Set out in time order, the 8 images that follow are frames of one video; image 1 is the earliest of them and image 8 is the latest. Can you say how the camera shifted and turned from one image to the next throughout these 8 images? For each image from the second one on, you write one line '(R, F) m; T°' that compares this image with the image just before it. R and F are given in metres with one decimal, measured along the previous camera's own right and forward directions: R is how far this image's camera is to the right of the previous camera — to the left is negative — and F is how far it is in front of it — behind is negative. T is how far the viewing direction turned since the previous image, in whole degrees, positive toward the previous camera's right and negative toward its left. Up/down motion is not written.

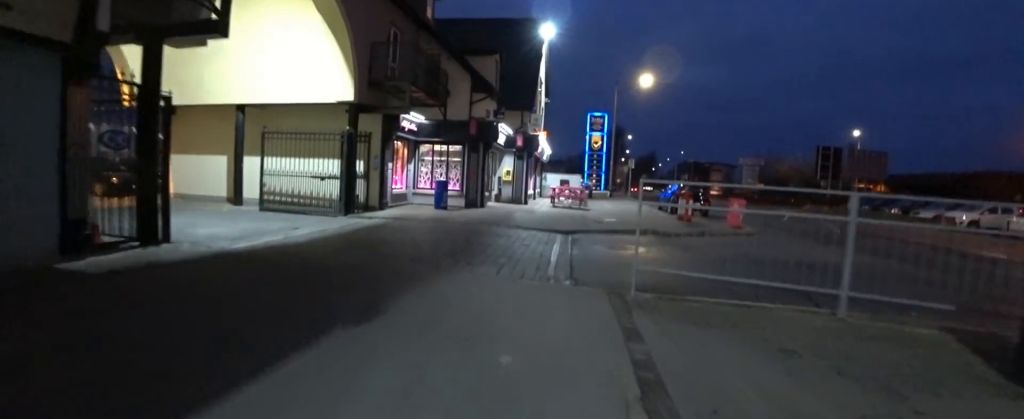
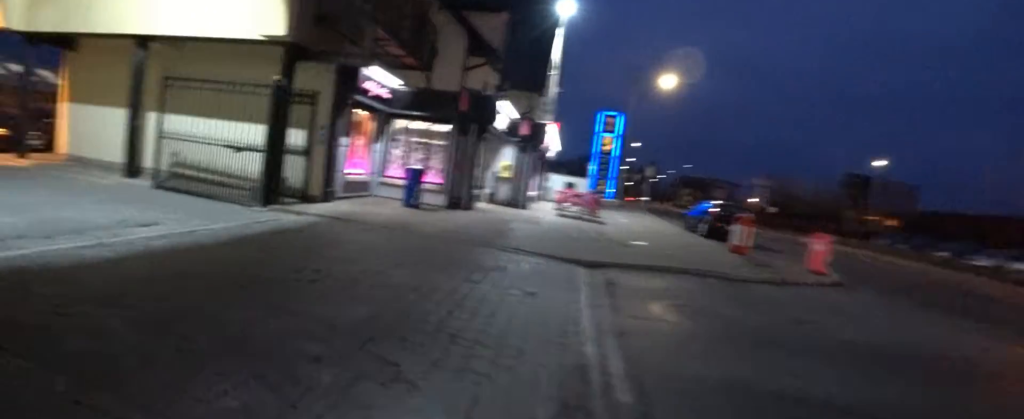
(+0.2, +3.5) m; +6°
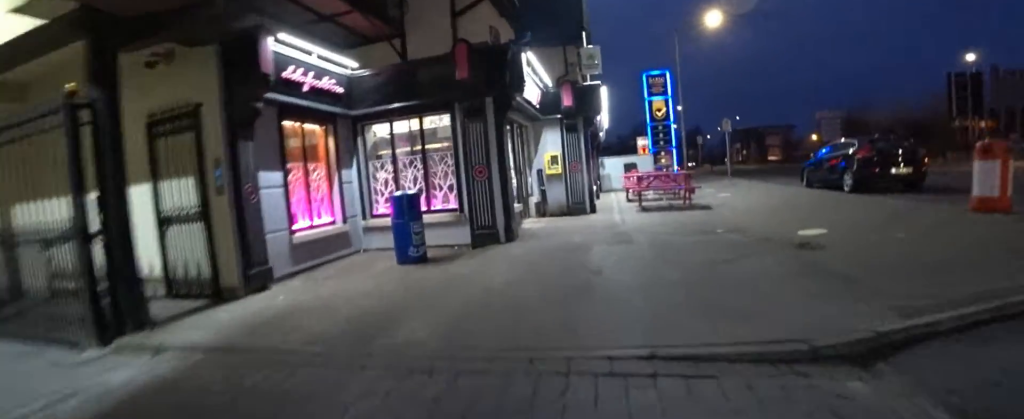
(+0.3, +4.3) m; +8°
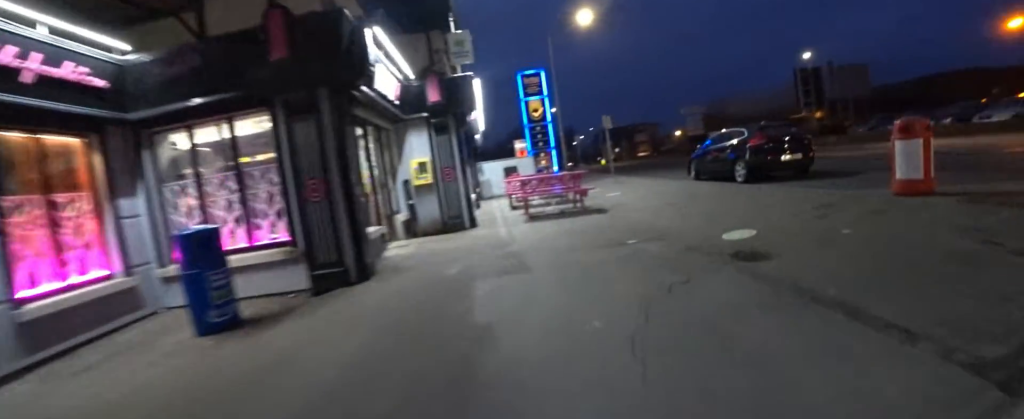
(+0.1, +1.6) m; +2°
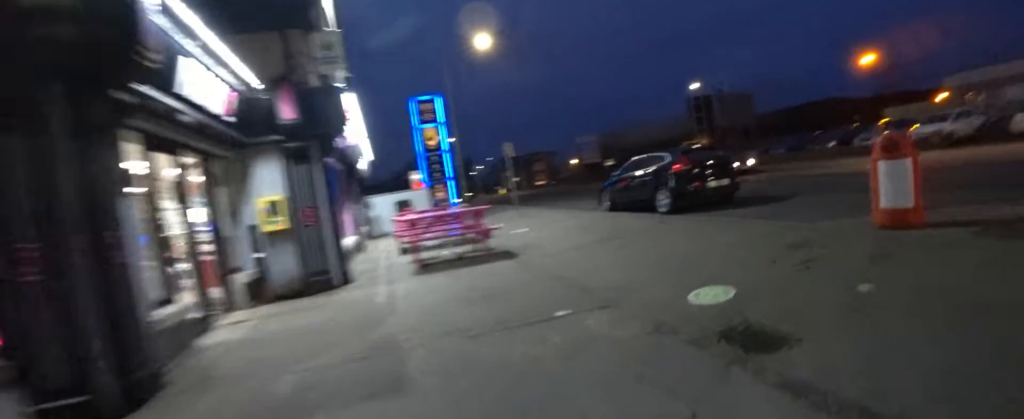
(0.0, +1.9) m; +1°
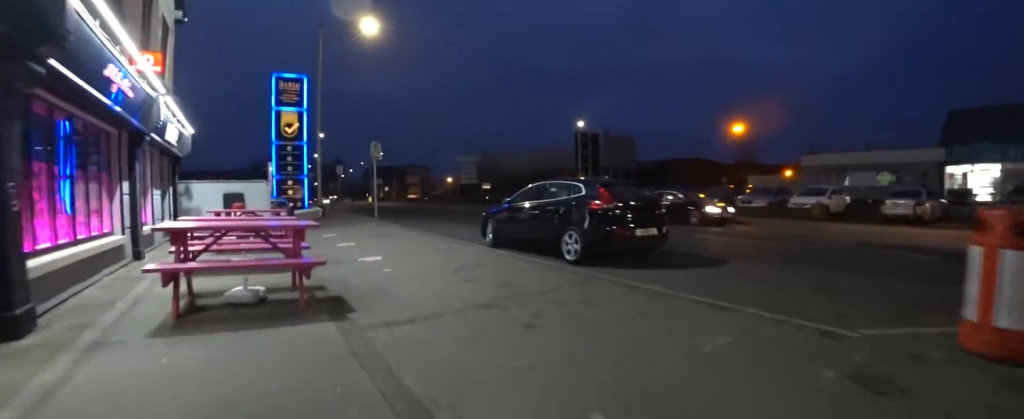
(0.0, +2.9) m; 0°
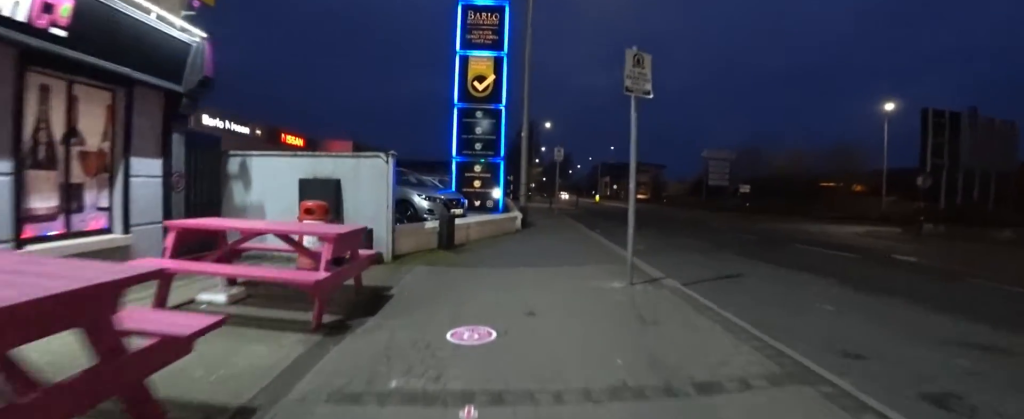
(-1.2, +9.4) m; -11°
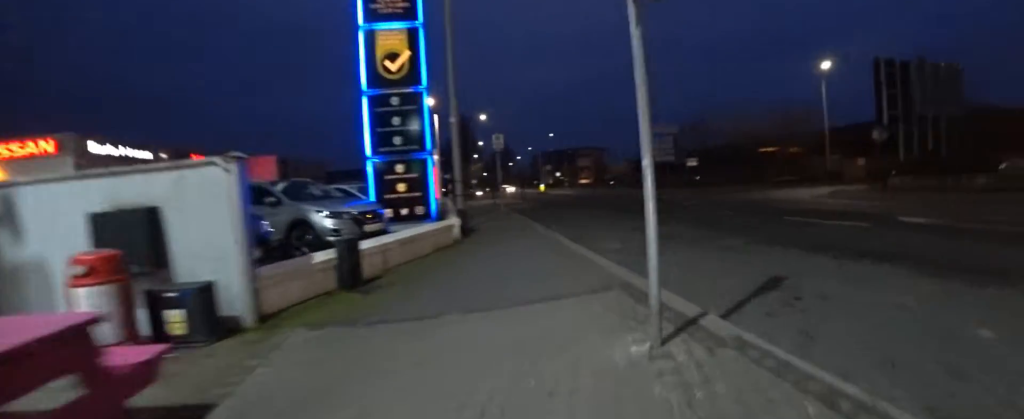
(-0.3, +2.1) m; +9°
